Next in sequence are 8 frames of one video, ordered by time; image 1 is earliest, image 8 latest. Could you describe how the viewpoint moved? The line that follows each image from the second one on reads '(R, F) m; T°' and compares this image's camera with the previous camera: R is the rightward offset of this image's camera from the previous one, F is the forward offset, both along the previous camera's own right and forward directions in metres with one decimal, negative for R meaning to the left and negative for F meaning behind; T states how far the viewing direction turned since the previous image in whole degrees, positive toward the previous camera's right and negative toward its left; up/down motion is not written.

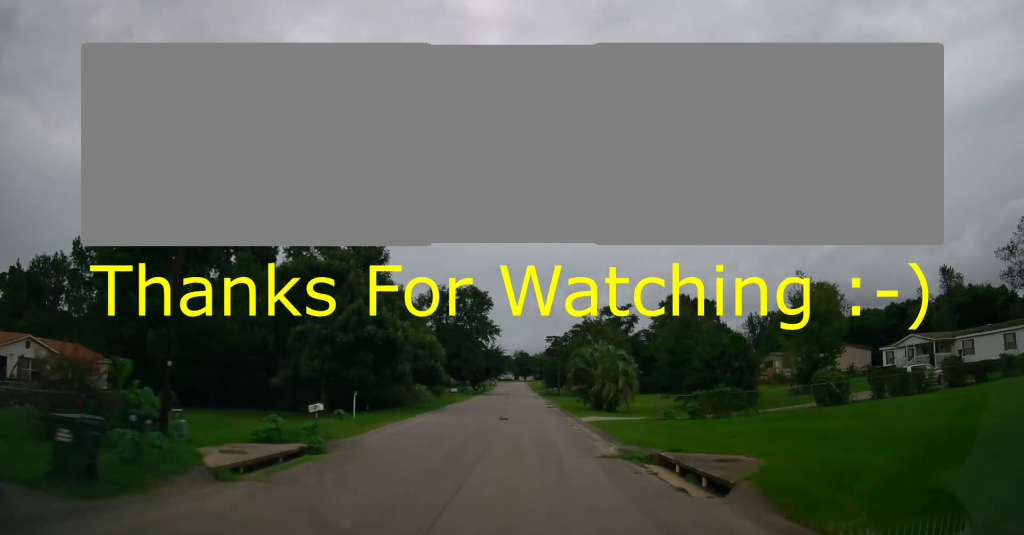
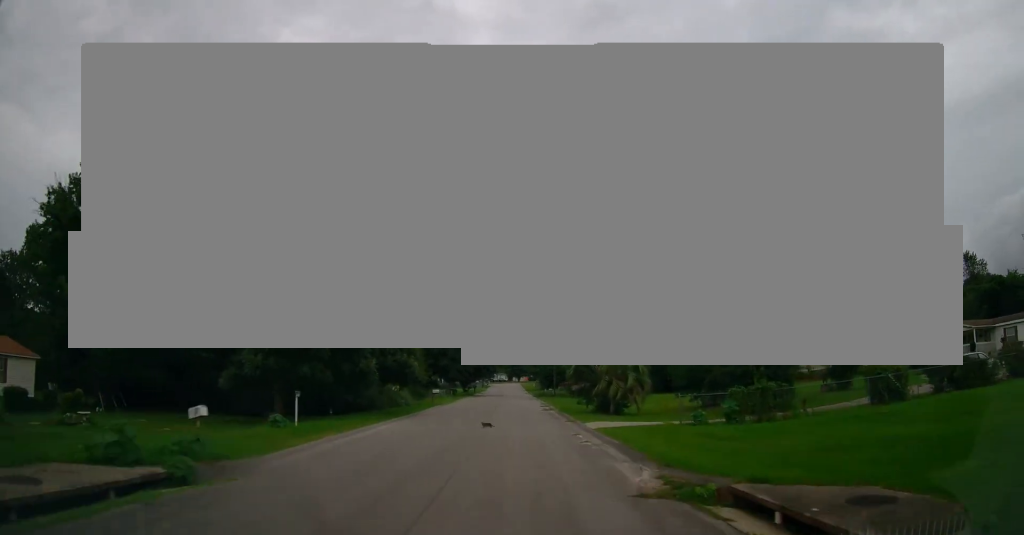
(+0.1, +7.2) m; 0°
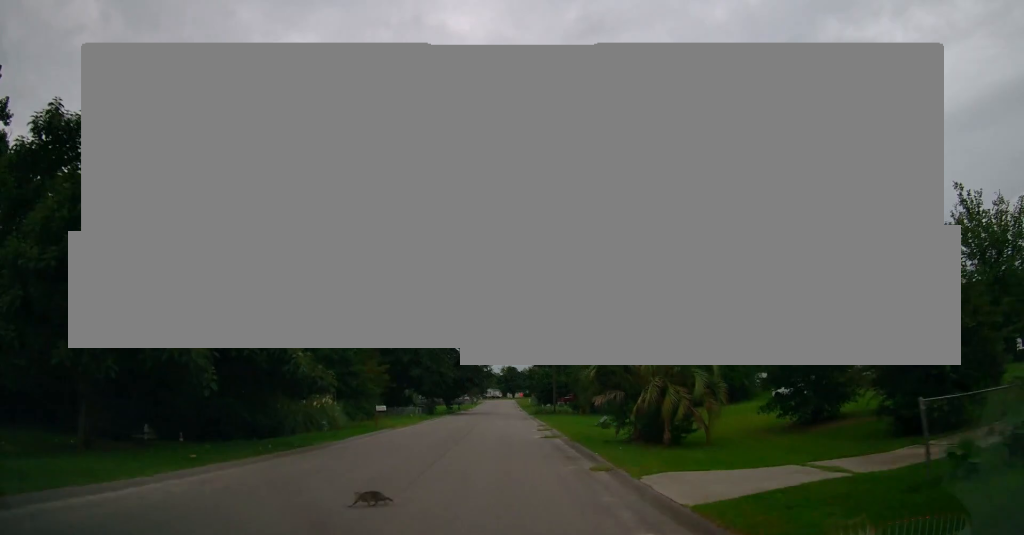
(+0.1, +18.7) m; -1°
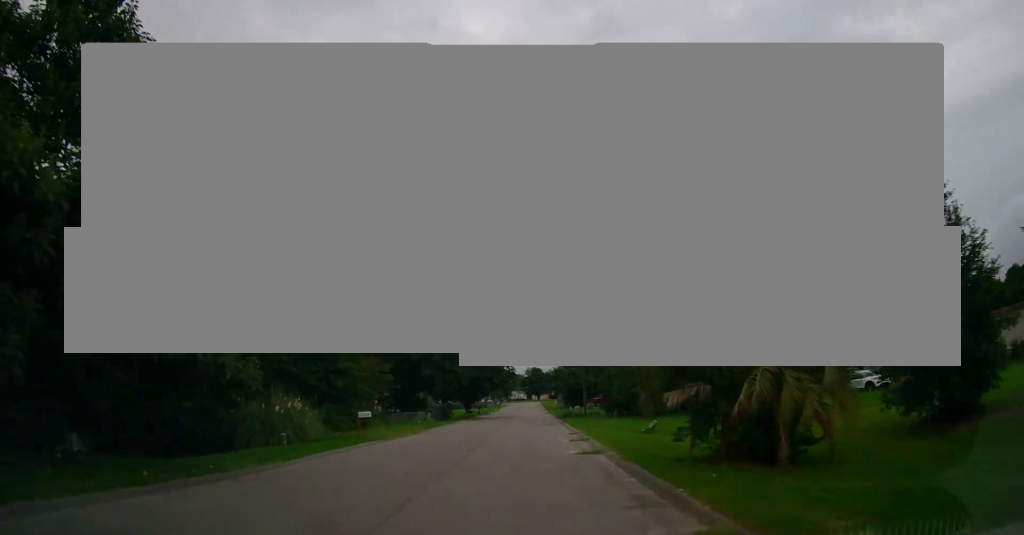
(-0.1, +8.4) m; -2°
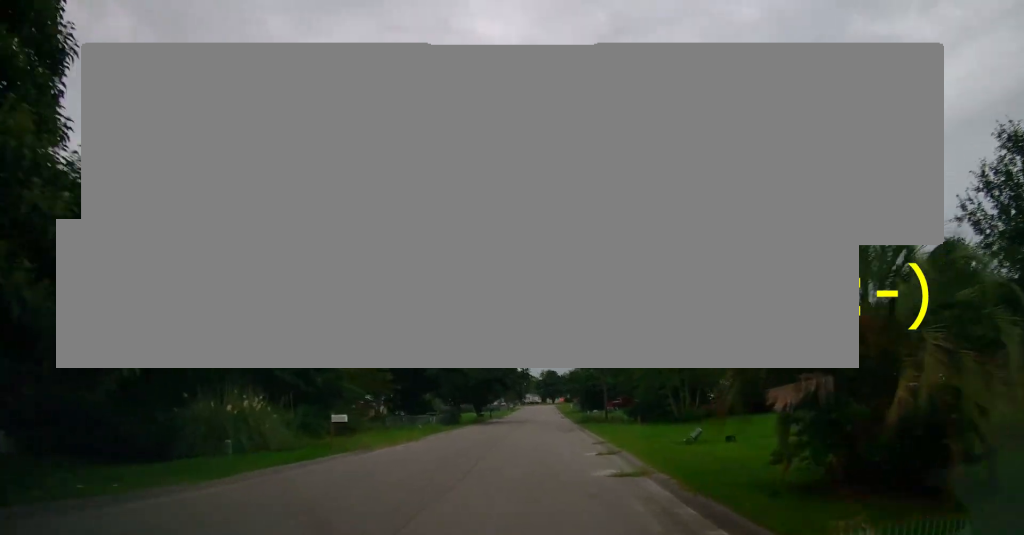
(0.0, +5.4) m; -1°
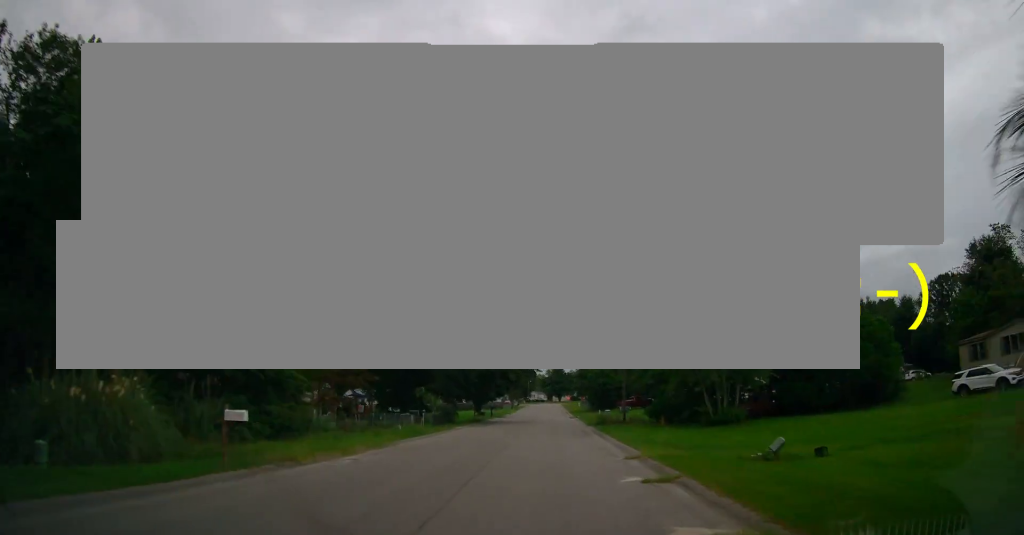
(-0.3, +7.3) m; -1°
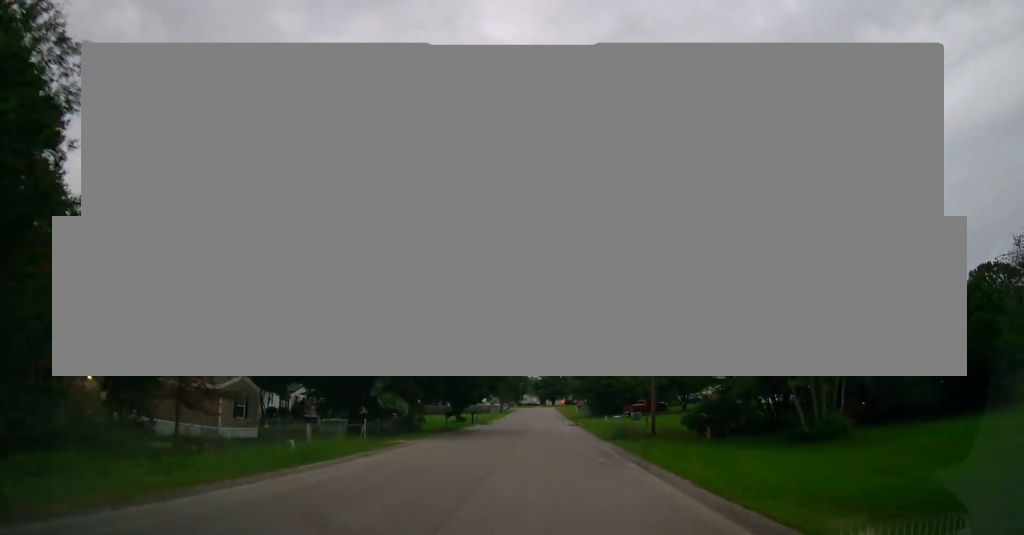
(+0.1, +12.1) m; +1°
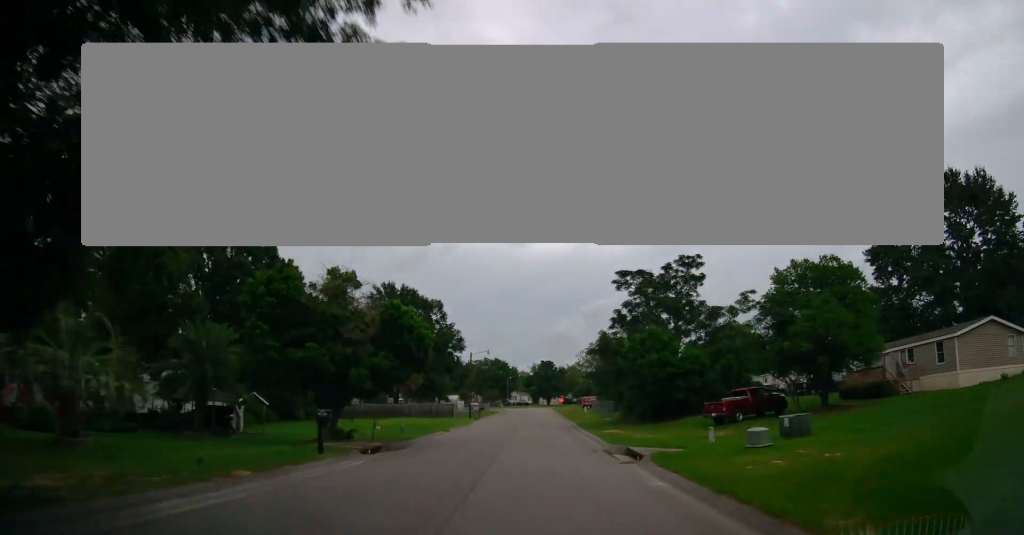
(+1.2, +33.5) m; +3°
